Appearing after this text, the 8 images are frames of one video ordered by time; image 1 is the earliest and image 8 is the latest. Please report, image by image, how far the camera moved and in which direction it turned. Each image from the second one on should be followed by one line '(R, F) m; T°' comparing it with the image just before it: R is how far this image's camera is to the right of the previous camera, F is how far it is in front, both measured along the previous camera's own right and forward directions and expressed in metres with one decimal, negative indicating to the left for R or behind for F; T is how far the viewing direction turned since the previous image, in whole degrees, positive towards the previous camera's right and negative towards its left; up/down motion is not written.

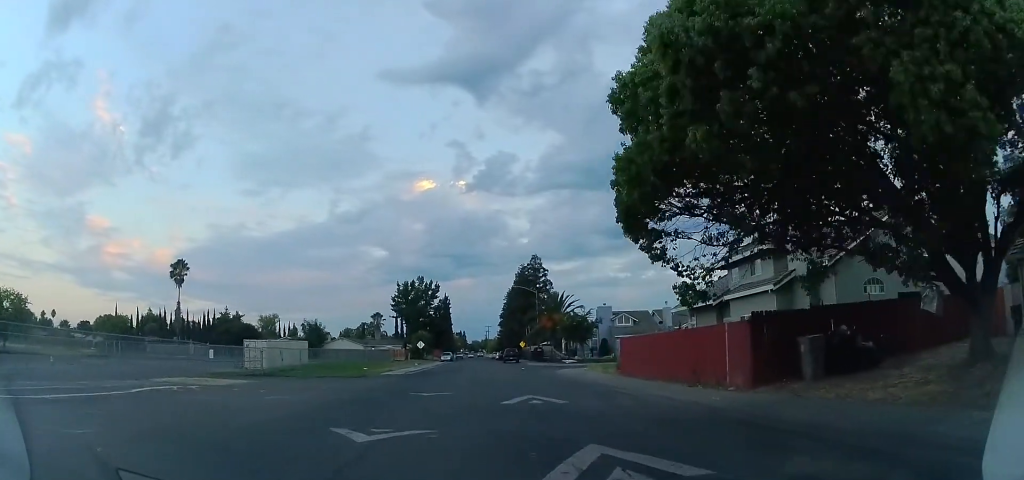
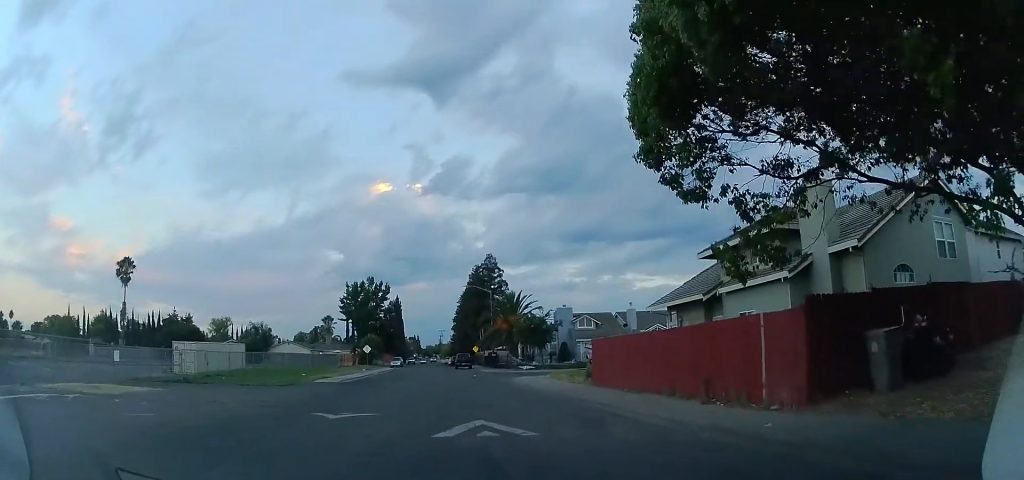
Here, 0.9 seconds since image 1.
(+0.3, +5.6) m; +5°
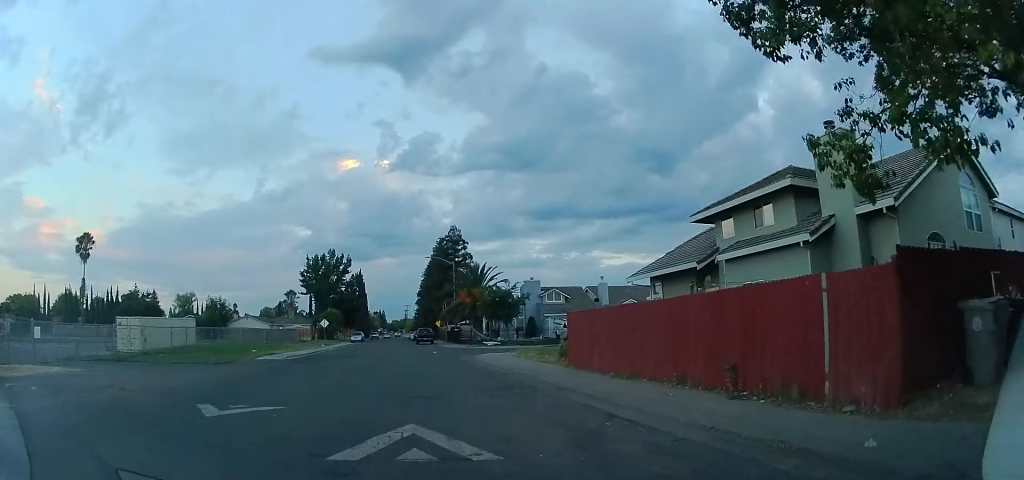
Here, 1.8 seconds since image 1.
(+0.1, +4.5) m; +1°
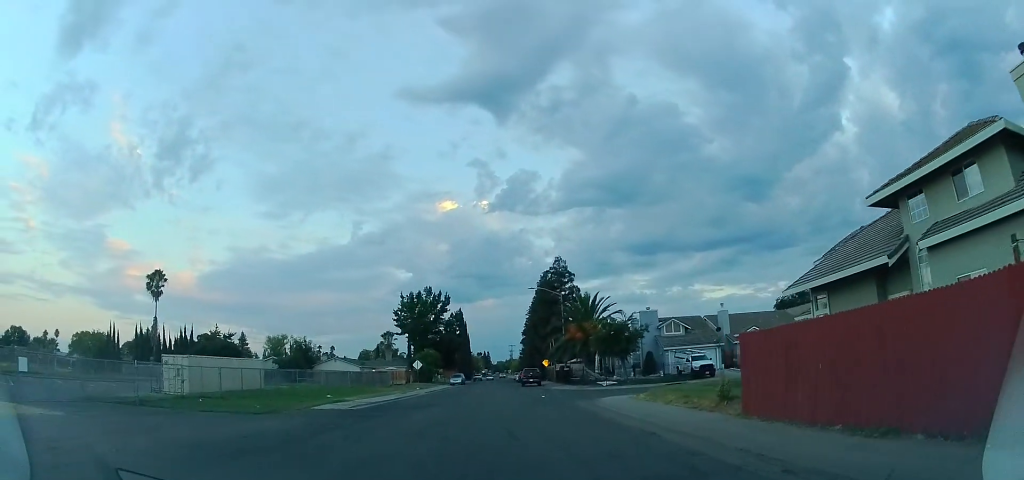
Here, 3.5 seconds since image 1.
(-0.5, +6.3) m; -9°
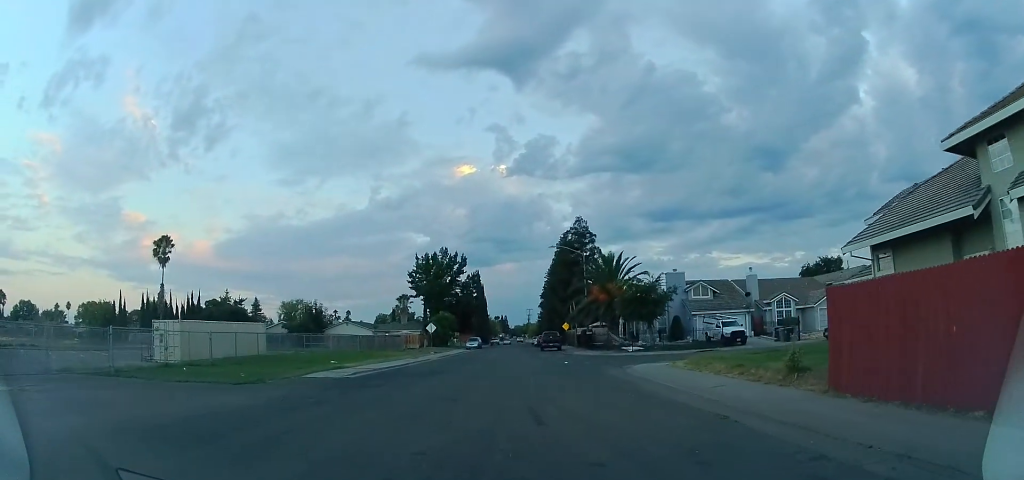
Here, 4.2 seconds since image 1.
(-0.1, +2.8) m; -2°
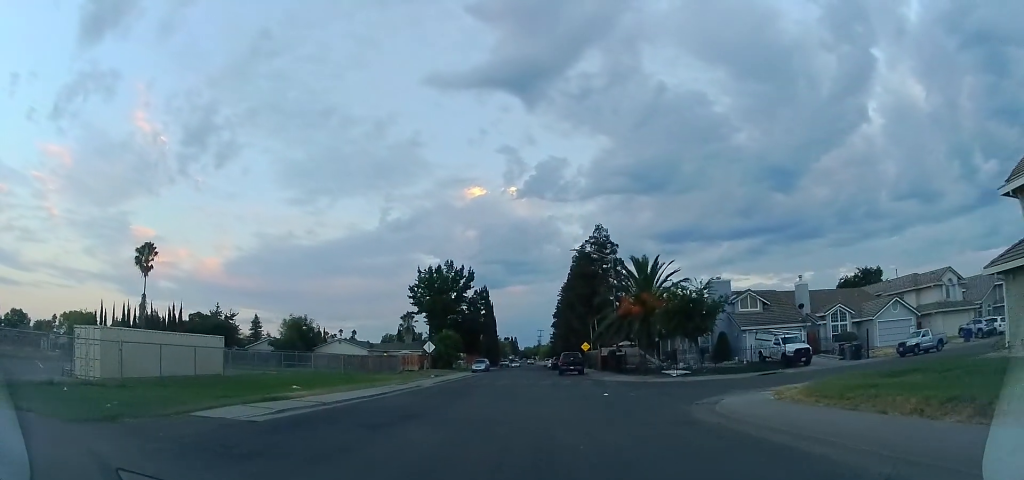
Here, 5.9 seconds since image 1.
(0.0, +7.2) m; 0°
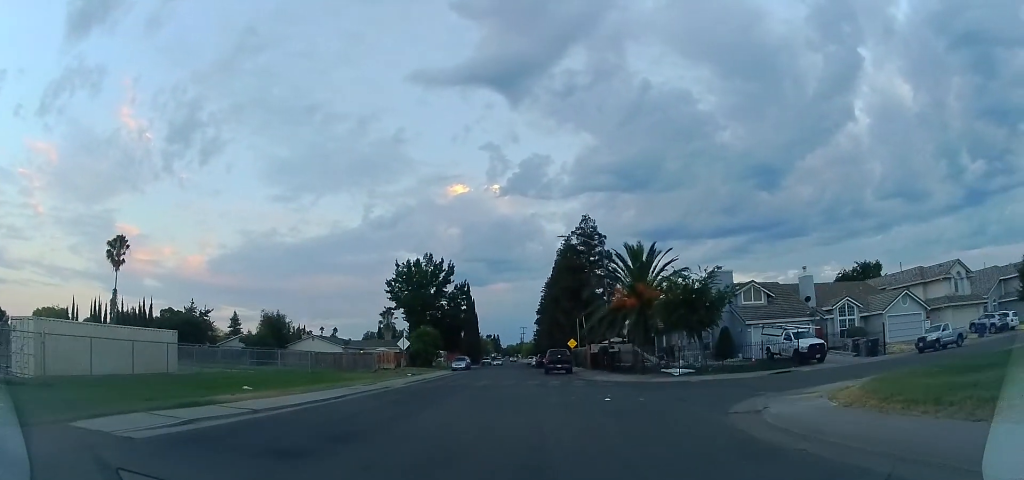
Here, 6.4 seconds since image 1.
(0.0, +3.5) m; 0°
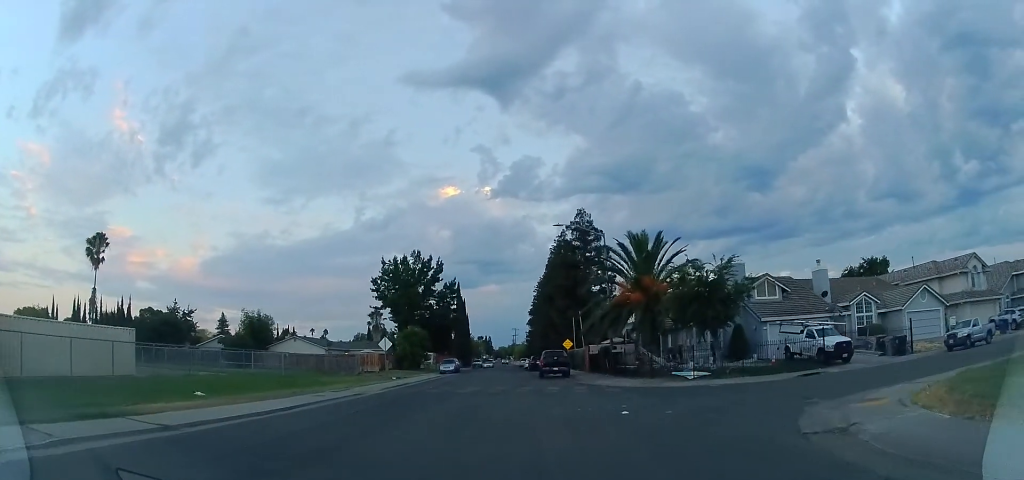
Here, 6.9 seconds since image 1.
(0.0, +3.2) m; 0°
